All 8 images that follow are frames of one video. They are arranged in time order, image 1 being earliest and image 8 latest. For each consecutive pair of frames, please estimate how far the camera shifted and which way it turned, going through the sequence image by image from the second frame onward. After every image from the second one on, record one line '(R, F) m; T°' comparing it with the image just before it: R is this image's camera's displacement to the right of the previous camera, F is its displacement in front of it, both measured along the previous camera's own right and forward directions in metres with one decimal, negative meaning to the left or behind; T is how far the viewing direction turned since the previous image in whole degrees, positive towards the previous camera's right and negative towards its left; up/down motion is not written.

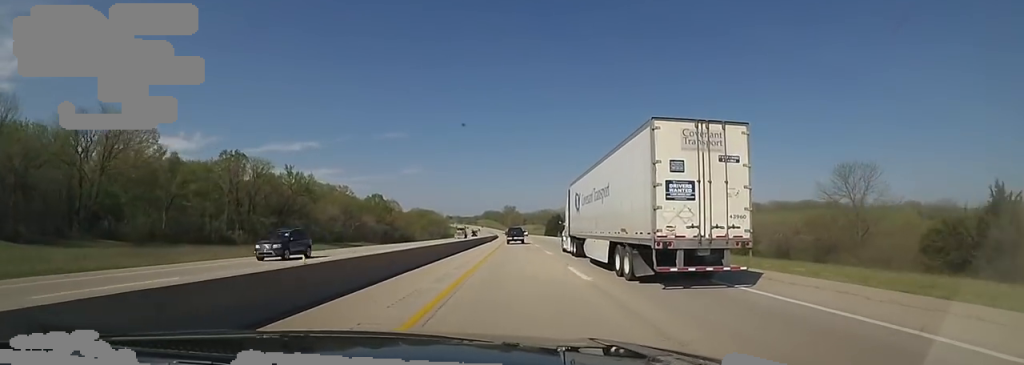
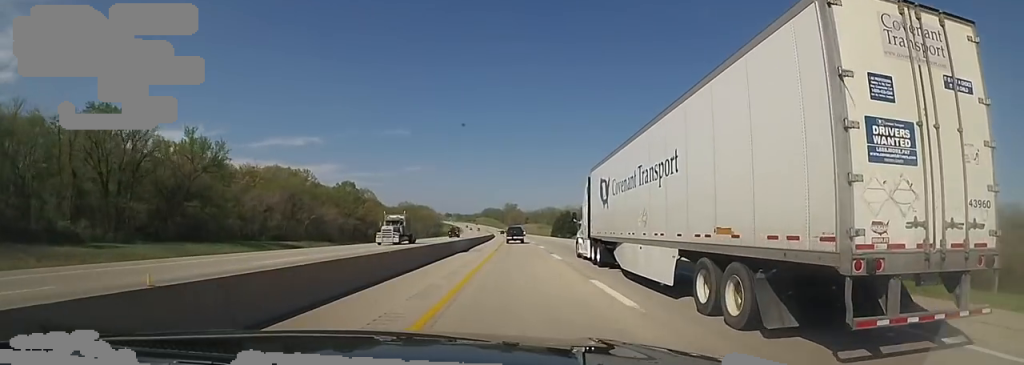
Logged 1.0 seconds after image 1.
(+0.1, +35.2) m; 0°
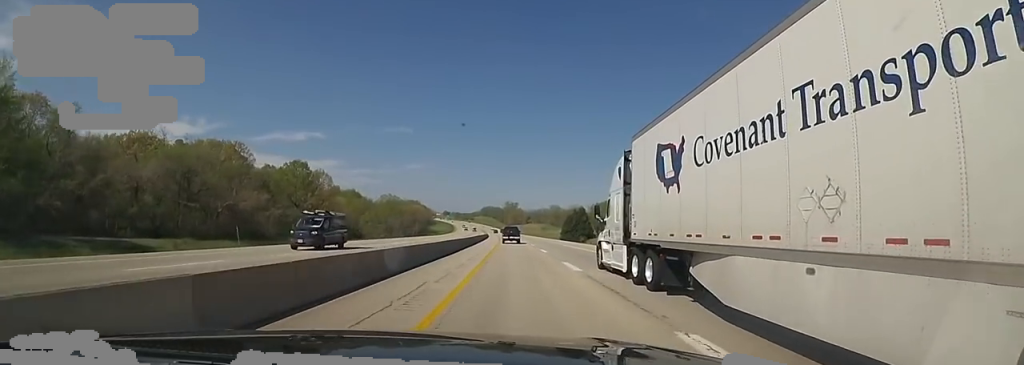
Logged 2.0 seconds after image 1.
(+0.3, +37.7) m; 0°
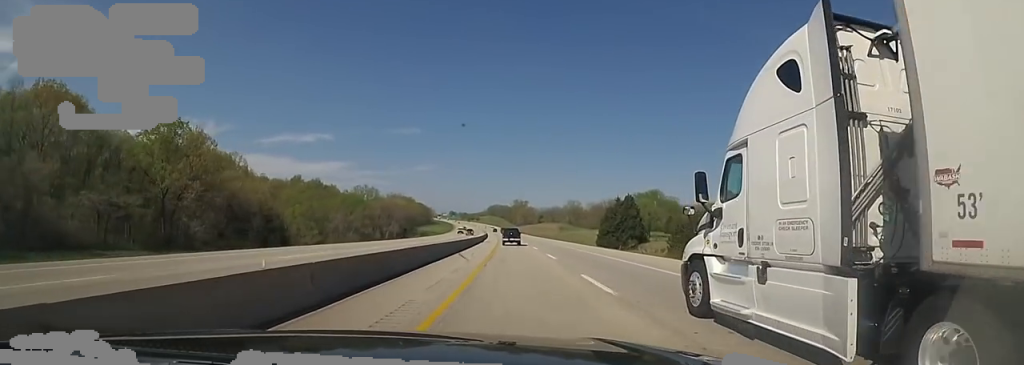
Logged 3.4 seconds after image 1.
(-0.4, +50.9) m; -1°
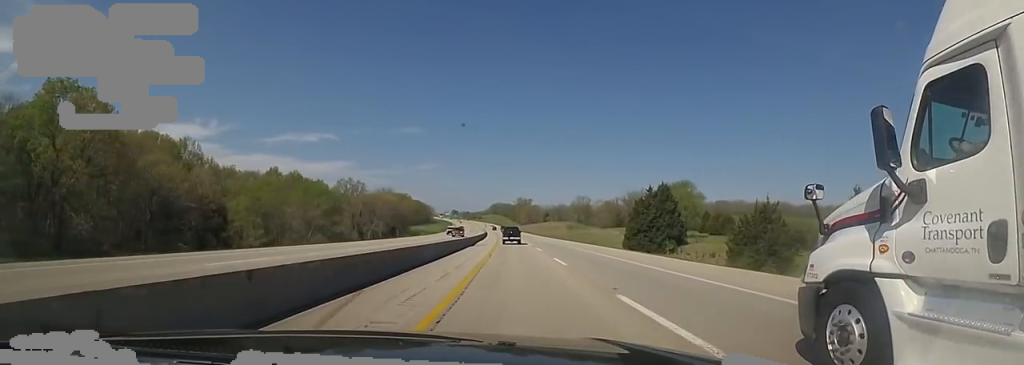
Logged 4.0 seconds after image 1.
(0.0, +20.6) m; 0°
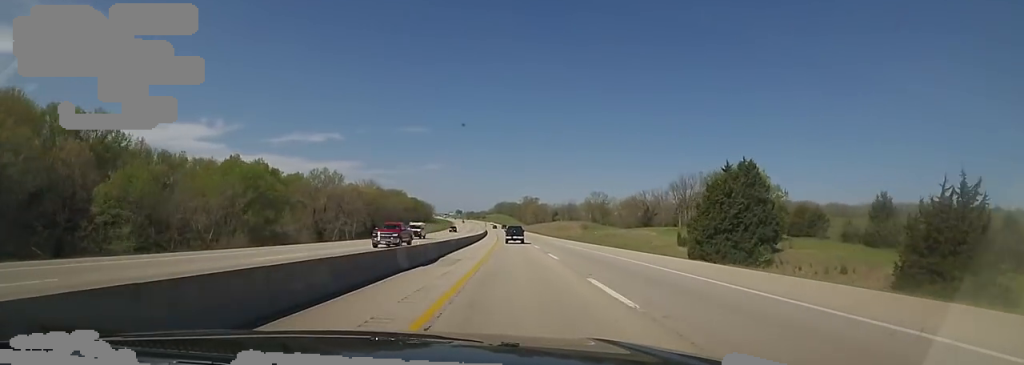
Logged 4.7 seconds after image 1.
(+0.1, +26.8) m; -1°
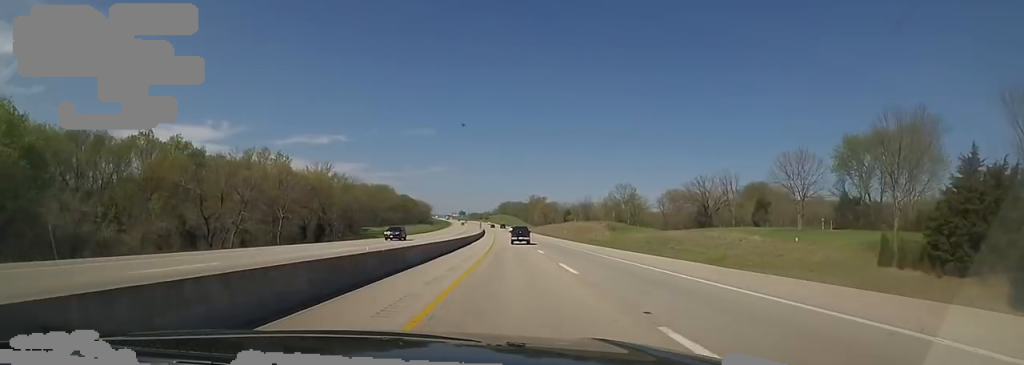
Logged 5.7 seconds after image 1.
(-0.8, +37.9) m; 0°
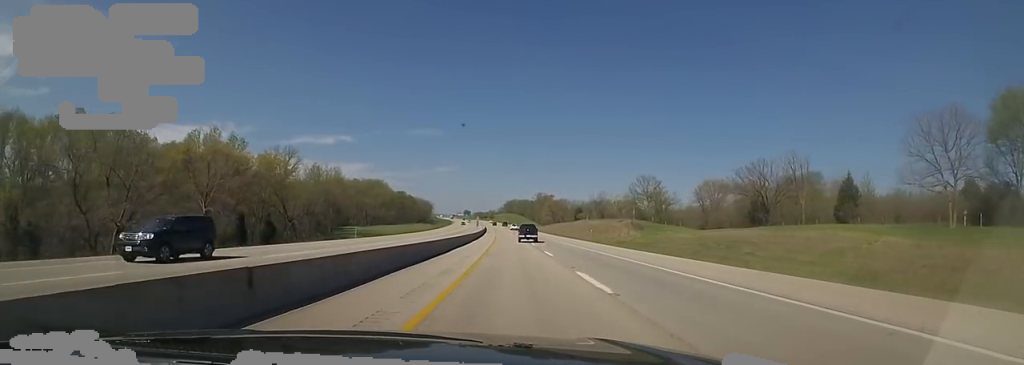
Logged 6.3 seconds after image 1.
(+0.3, +20.7) m; -1°
